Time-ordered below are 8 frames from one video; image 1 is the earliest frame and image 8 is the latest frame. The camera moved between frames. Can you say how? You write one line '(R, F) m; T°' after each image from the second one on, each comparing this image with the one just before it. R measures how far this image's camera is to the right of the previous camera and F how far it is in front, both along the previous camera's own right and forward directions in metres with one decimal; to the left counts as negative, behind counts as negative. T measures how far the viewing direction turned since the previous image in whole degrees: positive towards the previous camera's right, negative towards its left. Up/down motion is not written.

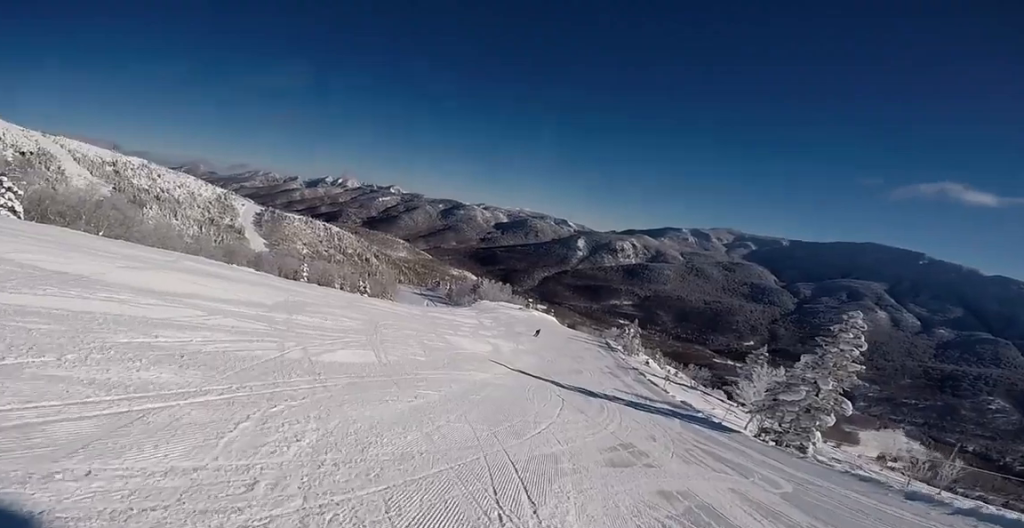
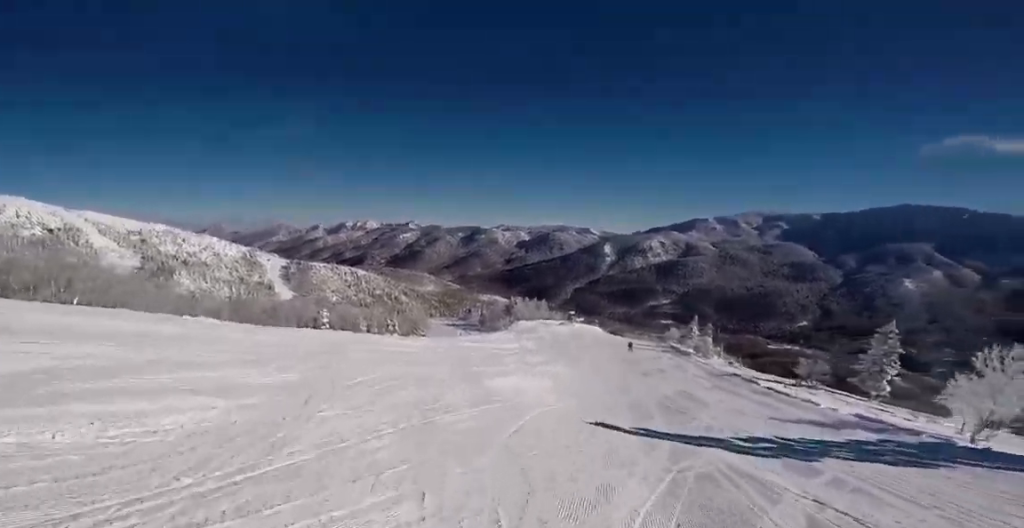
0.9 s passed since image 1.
(-0.6, +9.6) m; +3°
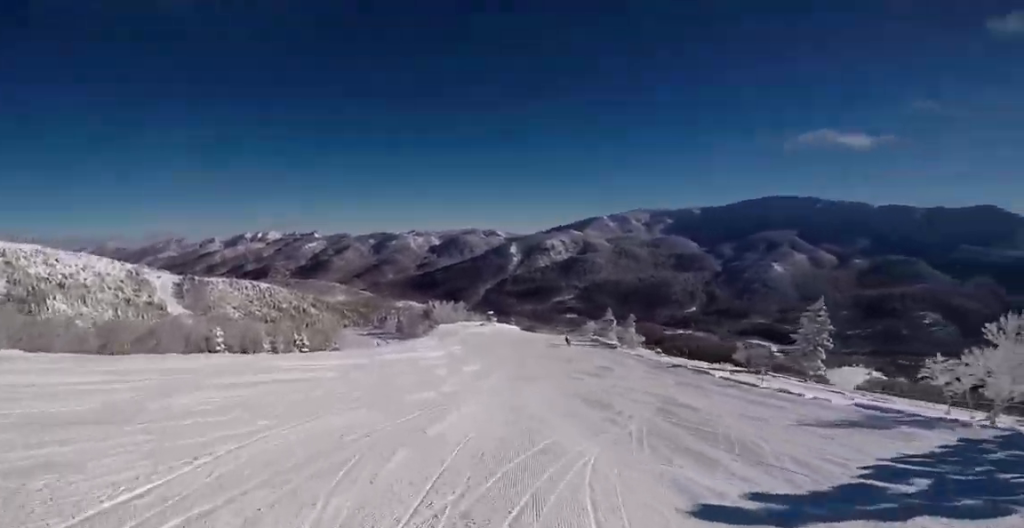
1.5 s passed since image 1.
(-0.2, +5.8) m; +7°
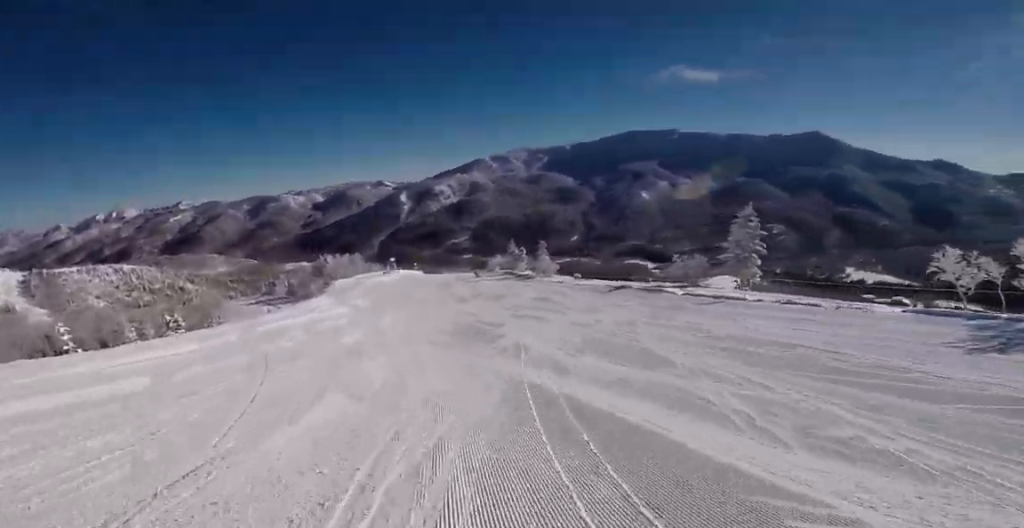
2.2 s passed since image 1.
(+1.4, +7.5) m; +6°
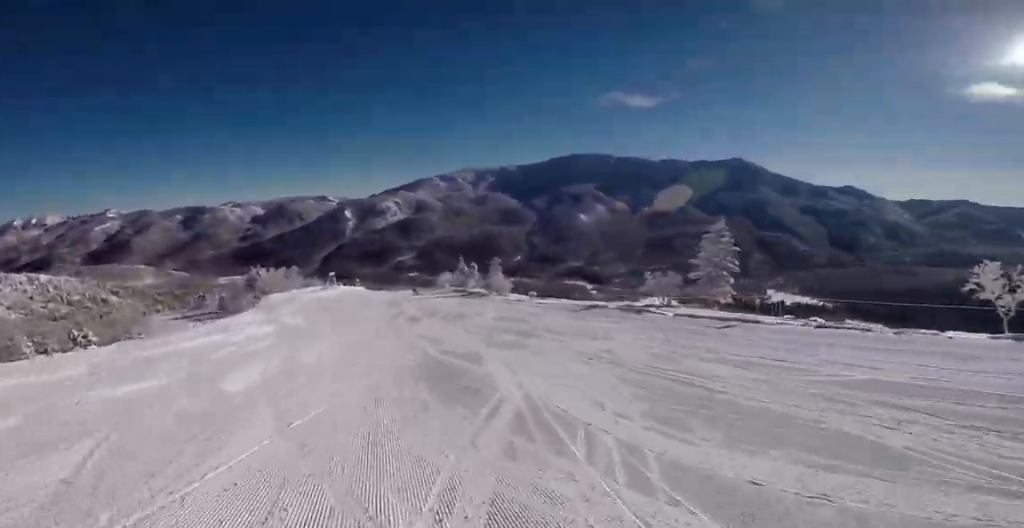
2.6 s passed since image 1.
(+0.2, +5.2) m; 0°
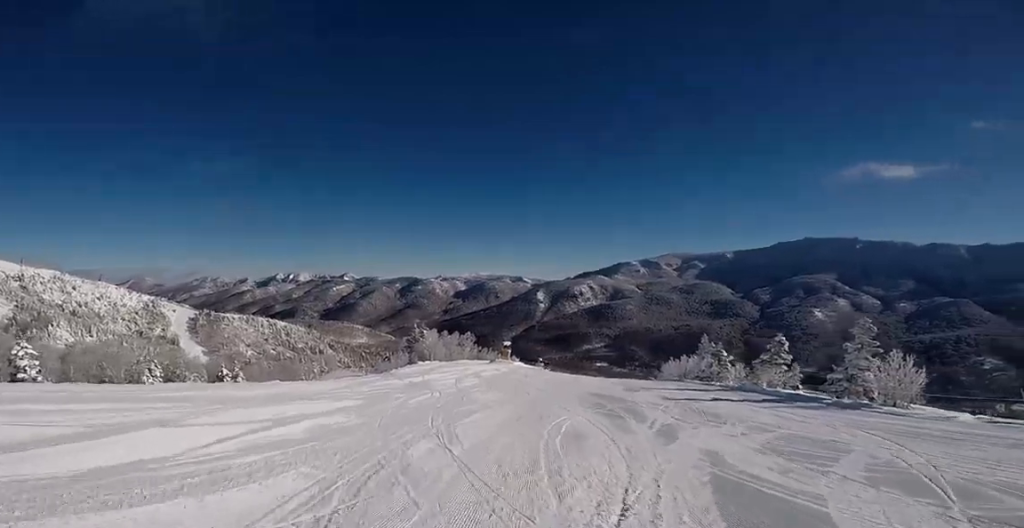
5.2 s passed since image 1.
(-5.4, +26.5) m; -6°
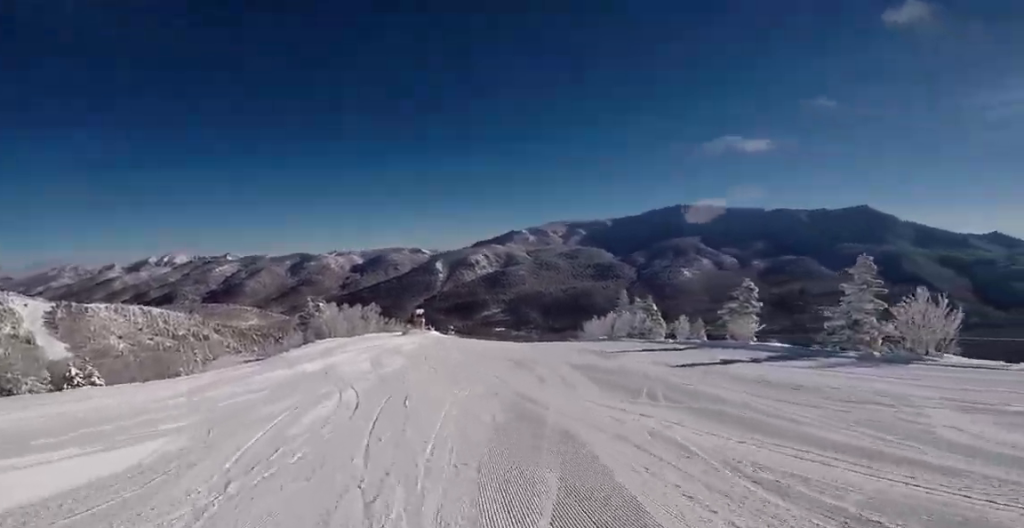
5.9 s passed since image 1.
(+1.4, +7.2) m; +9°
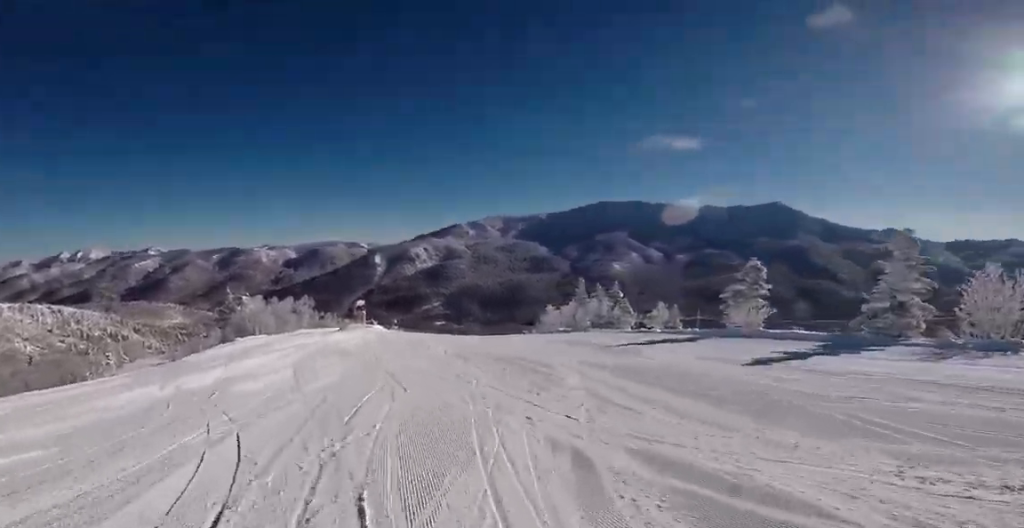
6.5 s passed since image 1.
(+1.1, +5.7) m; +4°
